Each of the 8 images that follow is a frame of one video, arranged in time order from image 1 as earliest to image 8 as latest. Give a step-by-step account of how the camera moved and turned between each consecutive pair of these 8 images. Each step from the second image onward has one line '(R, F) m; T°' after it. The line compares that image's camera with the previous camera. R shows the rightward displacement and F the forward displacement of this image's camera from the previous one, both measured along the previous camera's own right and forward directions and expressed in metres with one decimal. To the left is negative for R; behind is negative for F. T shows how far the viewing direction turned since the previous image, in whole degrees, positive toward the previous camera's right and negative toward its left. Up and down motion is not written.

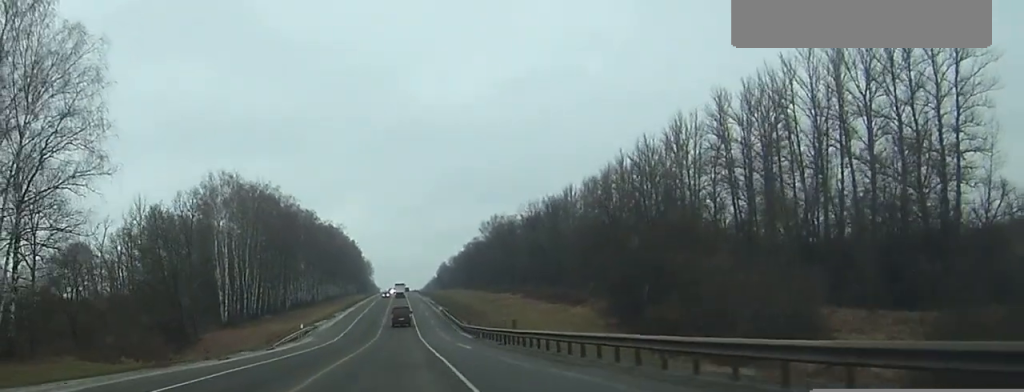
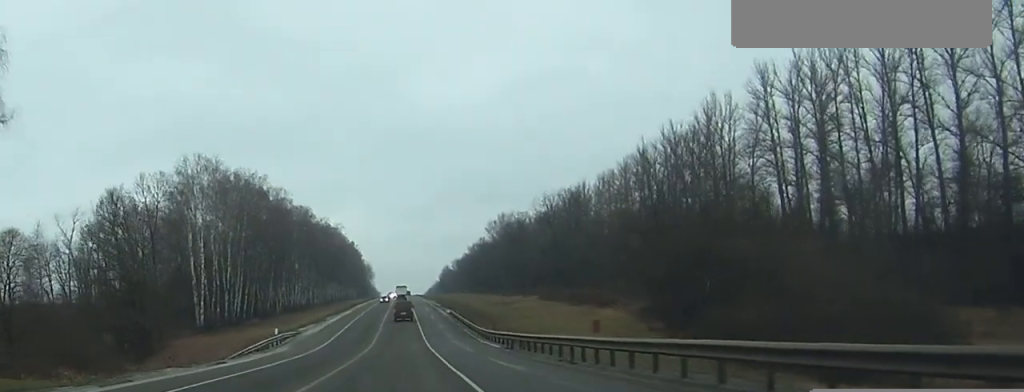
(0.0, +18.0) m; 0°
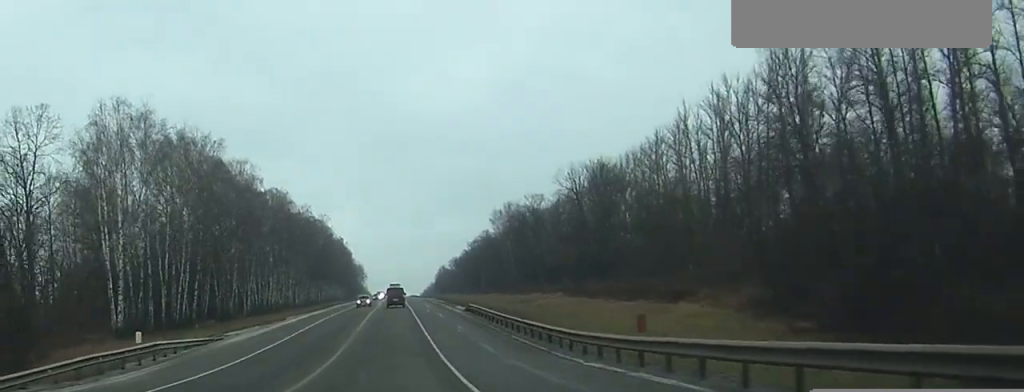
(-0.1, +33.4) m; -1°
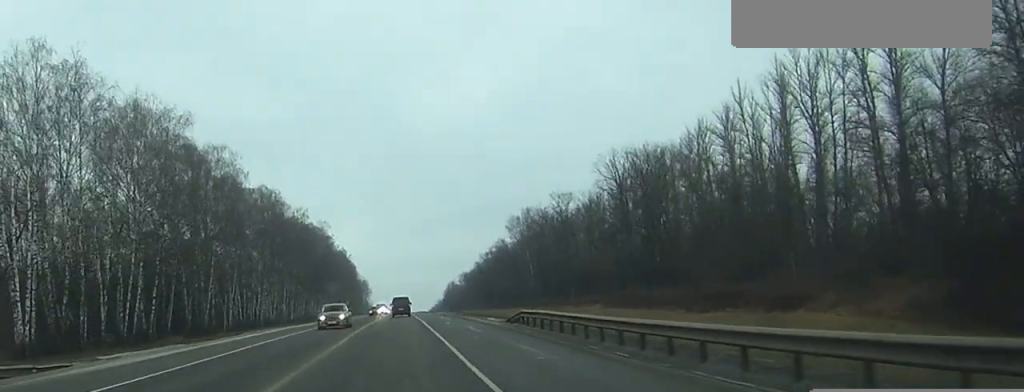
(-0.1, +23.7) m; 0°
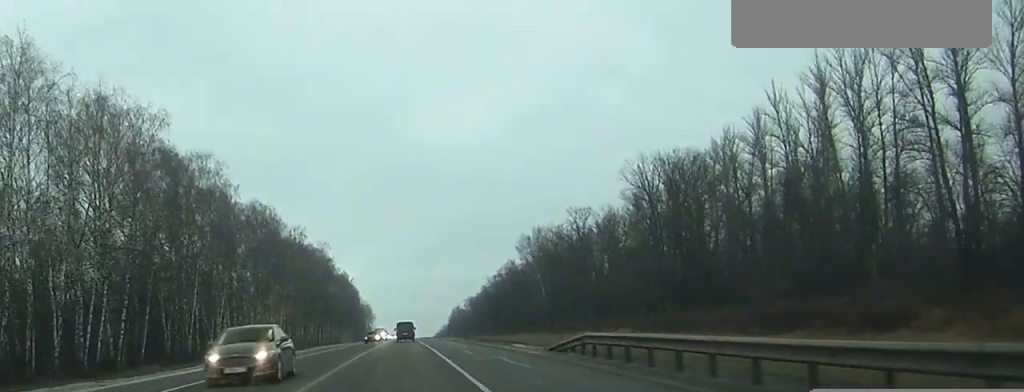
(0.0, +12.2) m; 0°
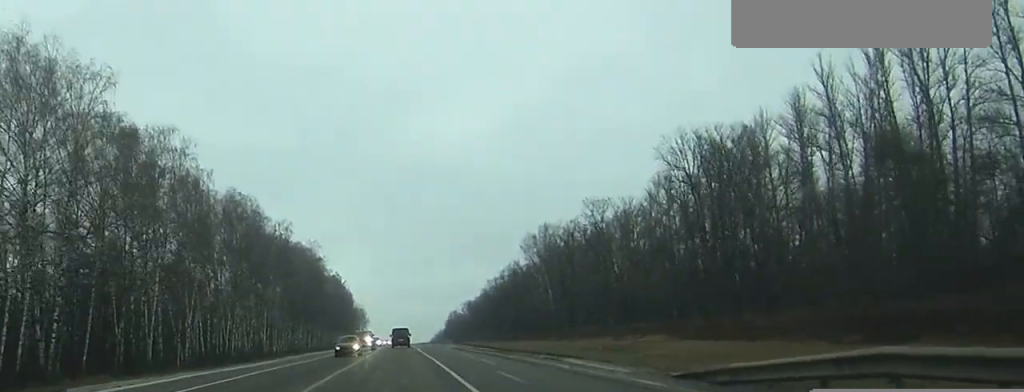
(+0.1, +16.1) m; 0°
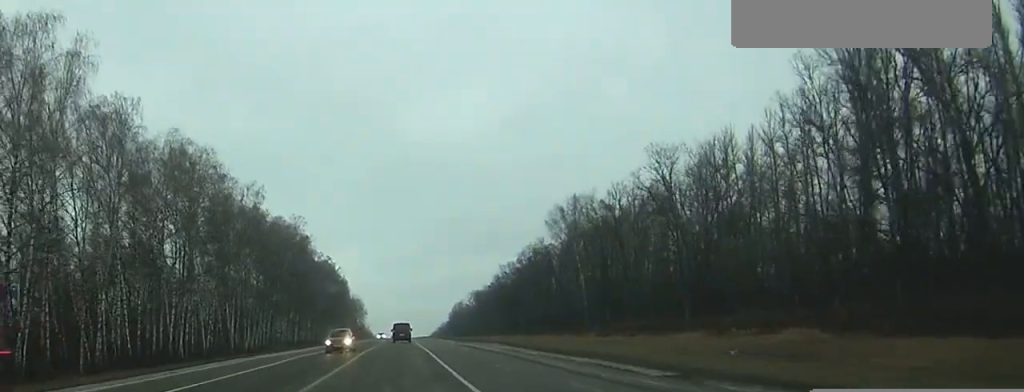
(+0.2, +33.8) m; 0°
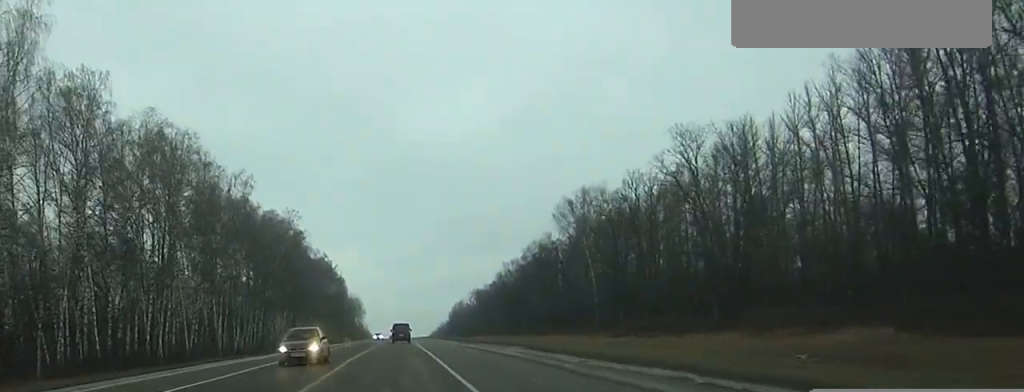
(0.0, +9.2) m; 0°
